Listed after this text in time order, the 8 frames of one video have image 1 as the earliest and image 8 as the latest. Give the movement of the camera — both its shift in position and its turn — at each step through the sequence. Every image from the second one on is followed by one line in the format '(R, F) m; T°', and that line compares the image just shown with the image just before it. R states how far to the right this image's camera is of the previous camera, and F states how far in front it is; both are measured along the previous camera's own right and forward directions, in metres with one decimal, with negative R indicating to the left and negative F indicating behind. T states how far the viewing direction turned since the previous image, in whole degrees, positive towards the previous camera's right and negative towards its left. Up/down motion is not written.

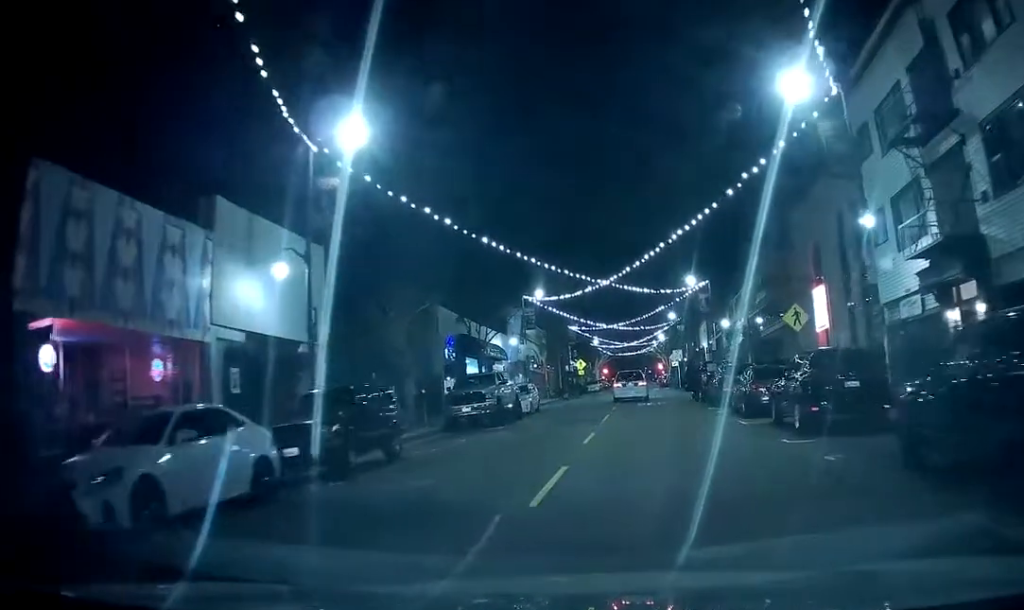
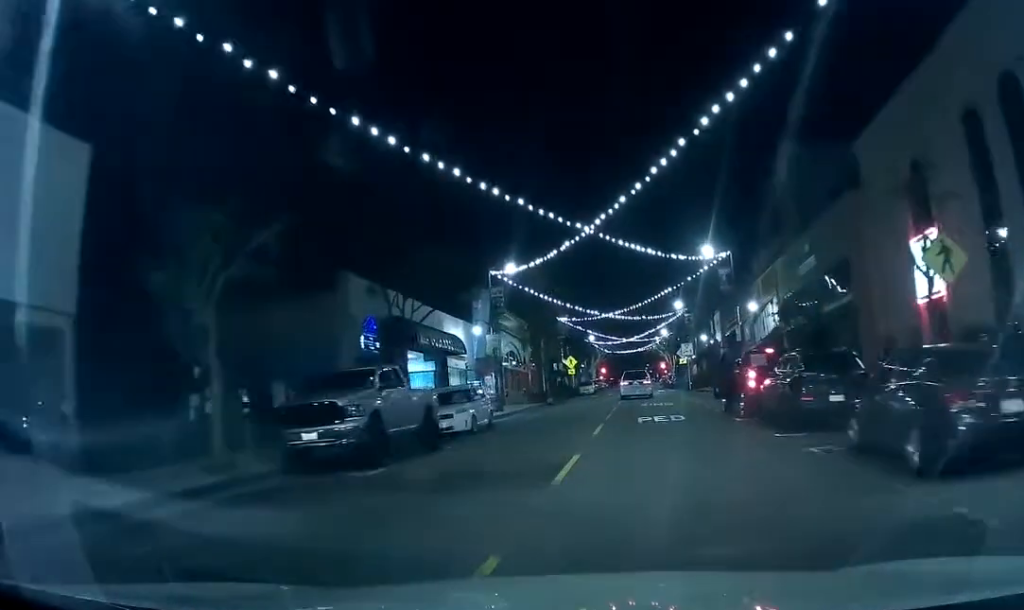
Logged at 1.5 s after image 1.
(0.0, +12.7) m; 0°
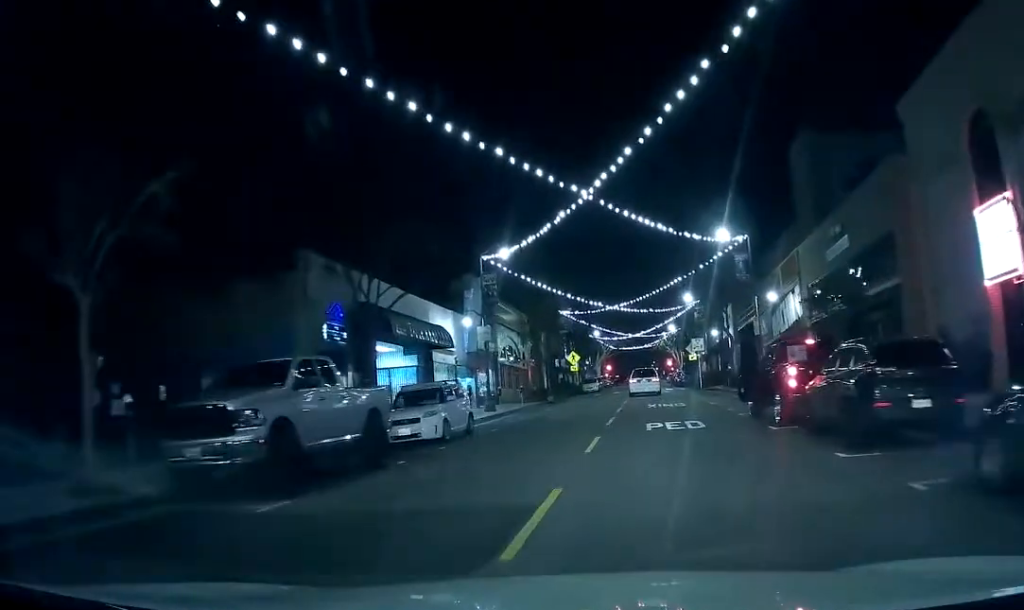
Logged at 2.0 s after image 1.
(0.0, +4.4) m; +1°
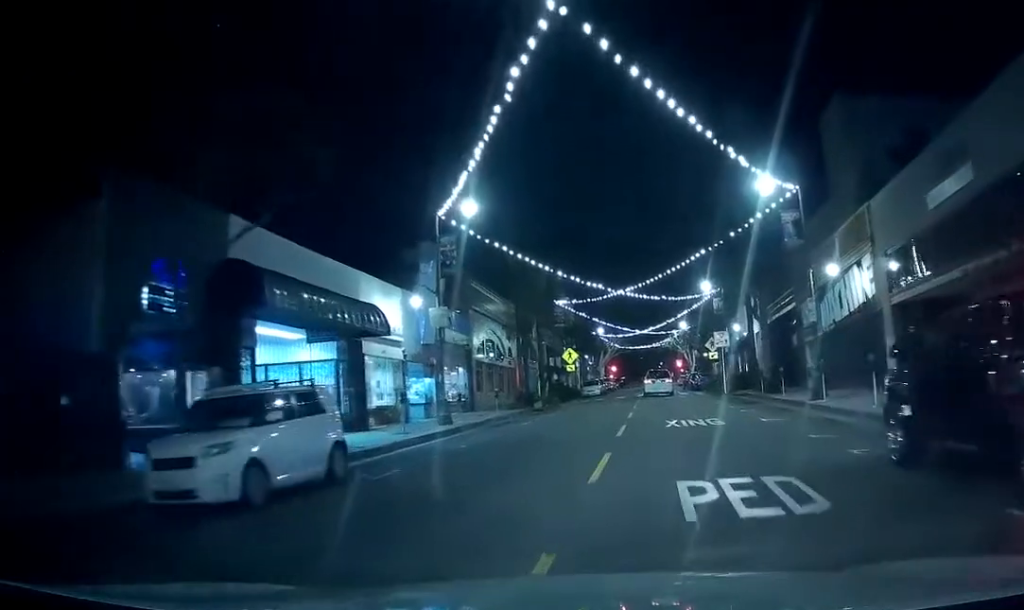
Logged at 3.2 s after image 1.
(+0.2, +10.9) m; +1°
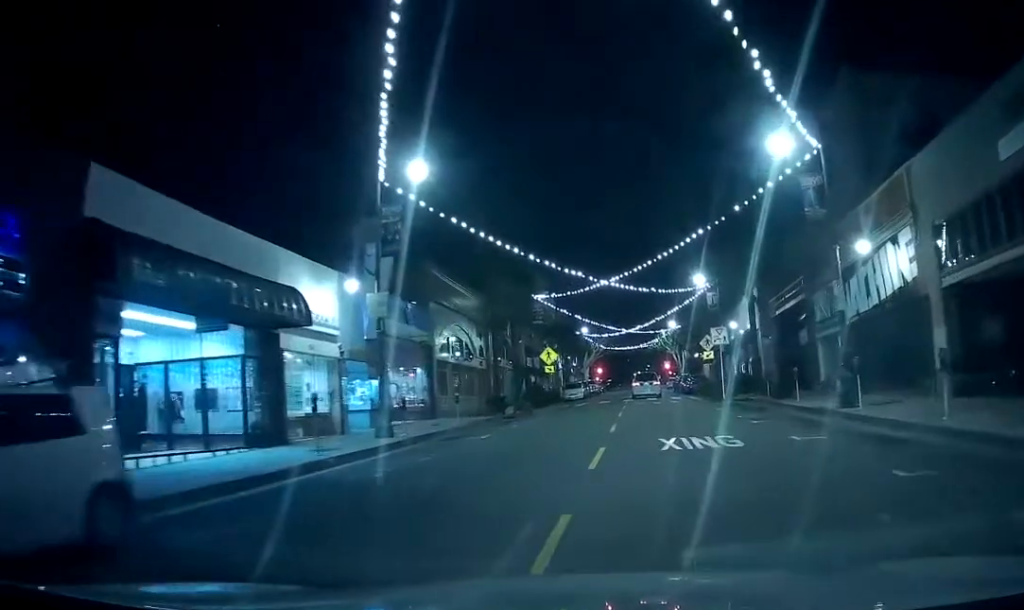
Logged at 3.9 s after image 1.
(0.0, +5.6) m; 0°
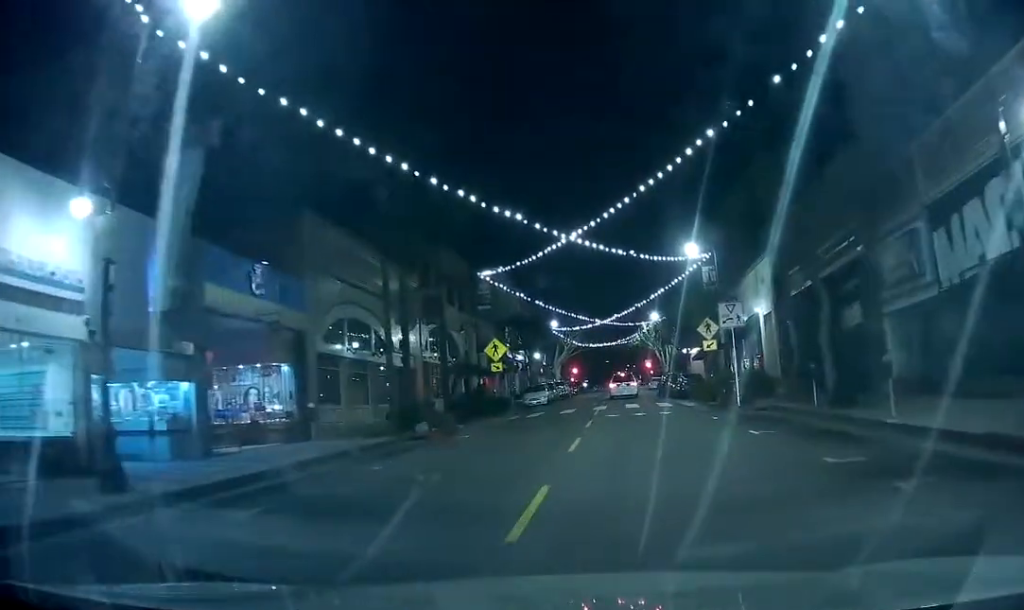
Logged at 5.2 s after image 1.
(-0.2, +12.2) m; 0°
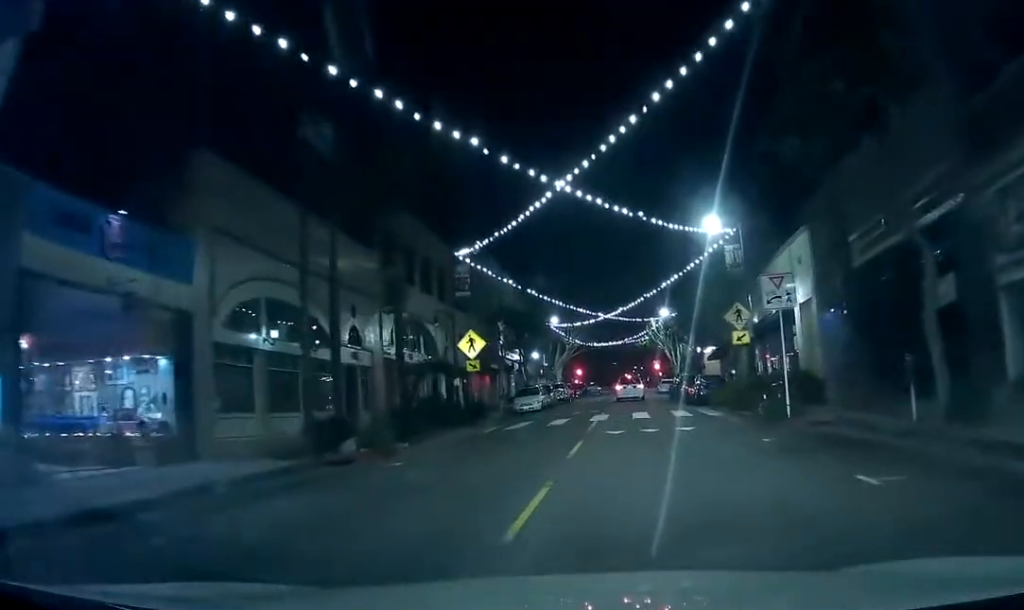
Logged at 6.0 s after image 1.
(+0.1, +7.4) m; +1°
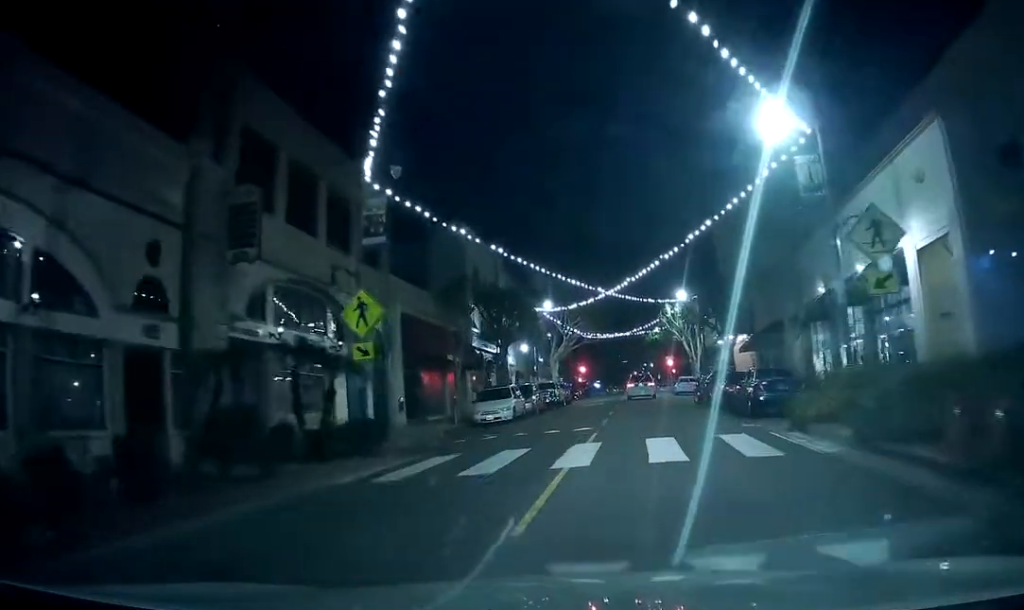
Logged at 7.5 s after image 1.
(+0.1, +14.3) m; 0°
